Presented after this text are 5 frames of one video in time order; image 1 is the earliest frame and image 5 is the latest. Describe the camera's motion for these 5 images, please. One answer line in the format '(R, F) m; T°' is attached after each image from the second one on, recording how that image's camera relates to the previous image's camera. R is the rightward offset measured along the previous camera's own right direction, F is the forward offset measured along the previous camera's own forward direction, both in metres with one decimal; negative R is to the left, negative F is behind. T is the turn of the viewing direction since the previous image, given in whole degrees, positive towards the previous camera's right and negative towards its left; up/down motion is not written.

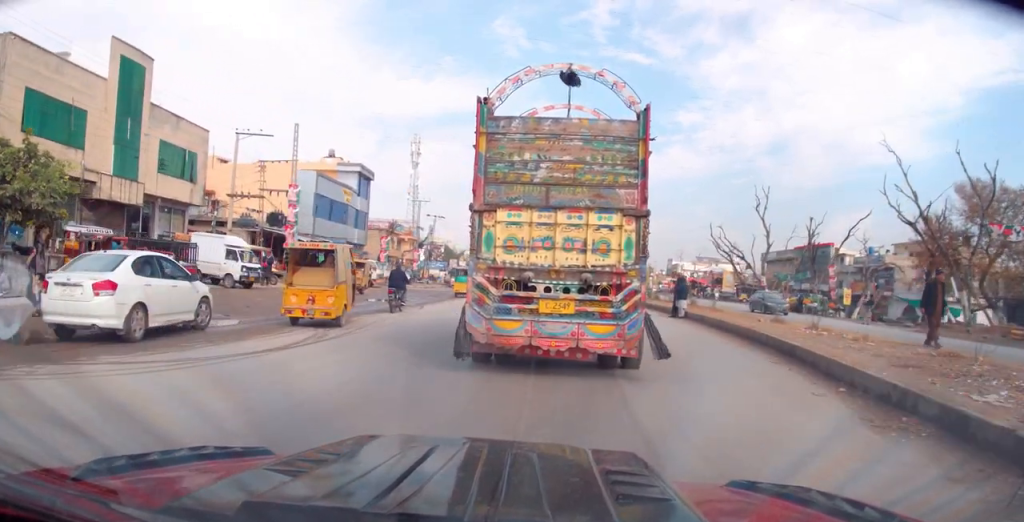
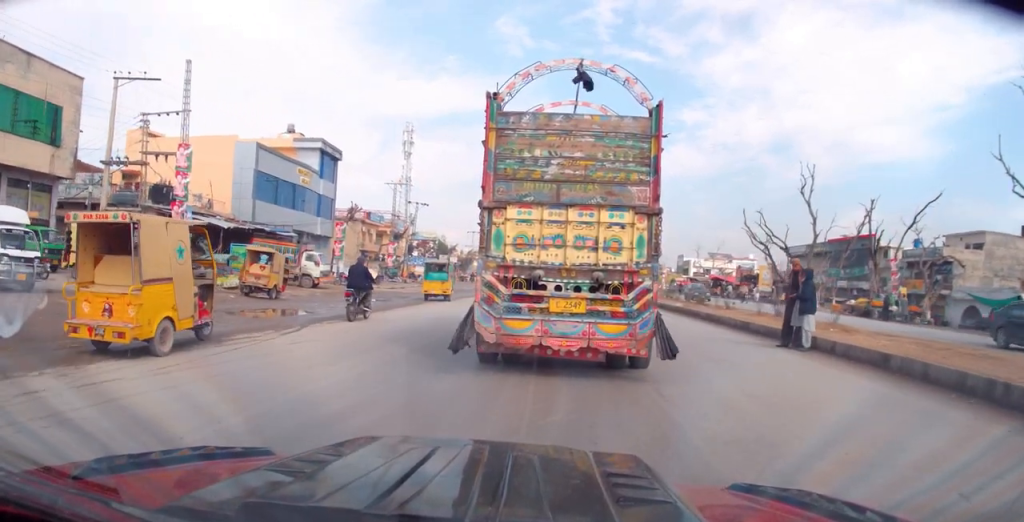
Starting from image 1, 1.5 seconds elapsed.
(+0.3, +12.8) m; +1°
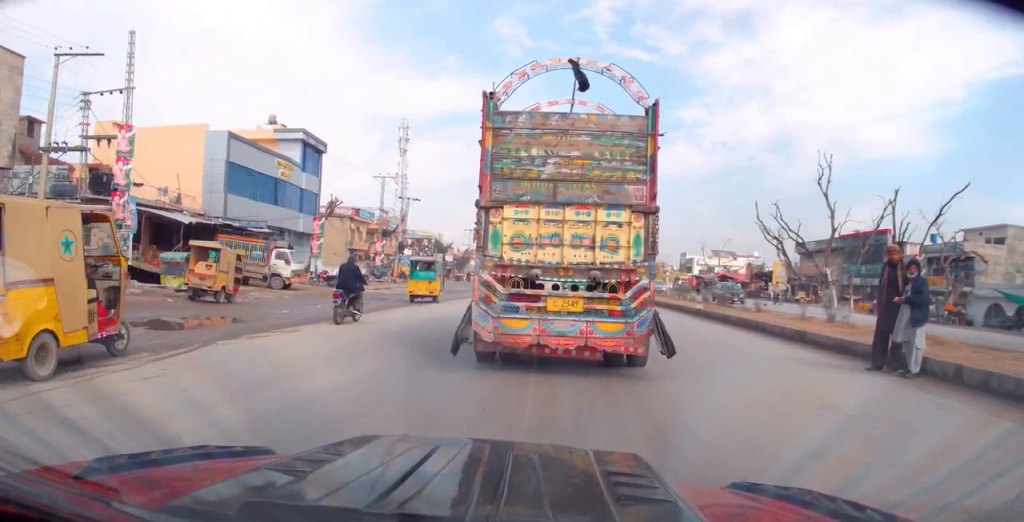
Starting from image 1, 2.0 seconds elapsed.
(0.0, +4.2) m; 0°
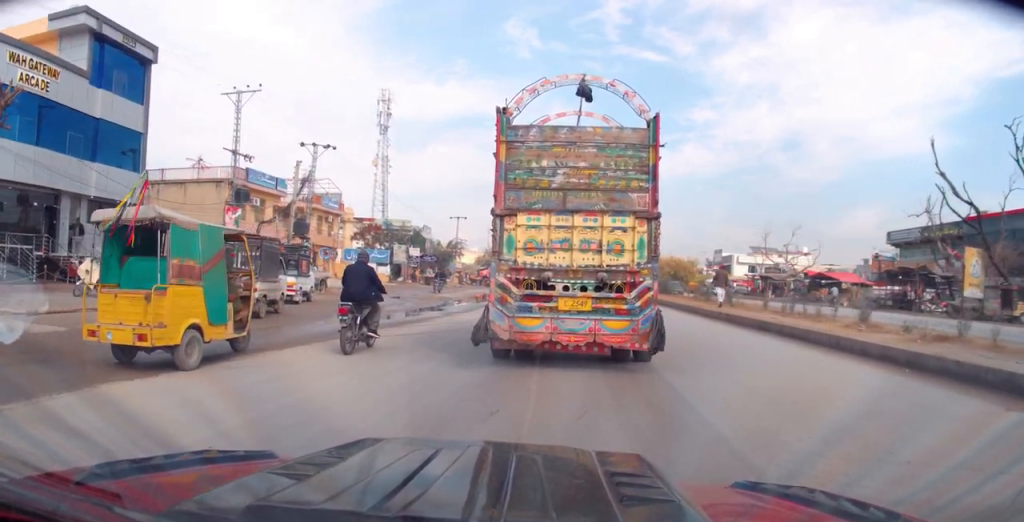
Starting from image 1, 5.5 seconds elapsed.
(-1.0, +28.7) m; -3°
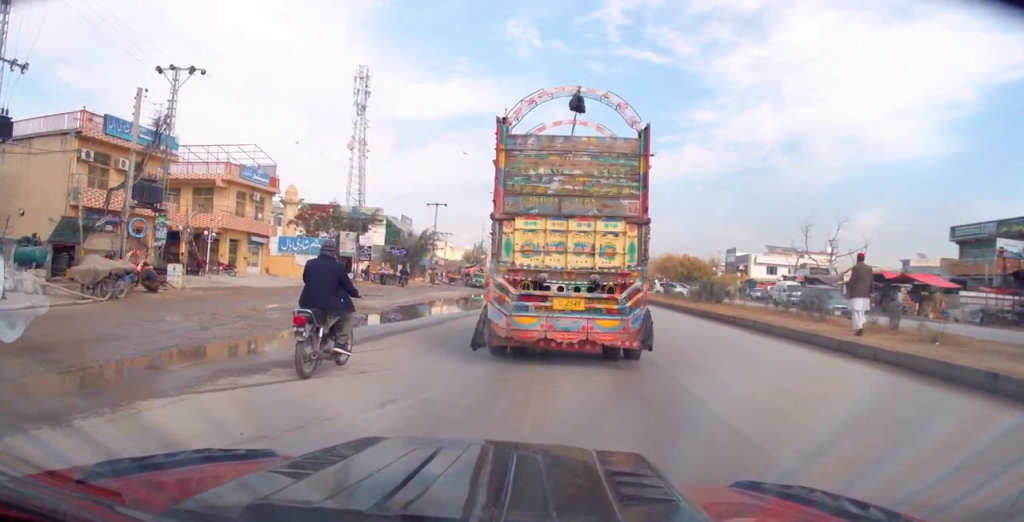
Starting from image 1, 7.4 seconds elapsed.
(0.0, +15.2) m; -1°
